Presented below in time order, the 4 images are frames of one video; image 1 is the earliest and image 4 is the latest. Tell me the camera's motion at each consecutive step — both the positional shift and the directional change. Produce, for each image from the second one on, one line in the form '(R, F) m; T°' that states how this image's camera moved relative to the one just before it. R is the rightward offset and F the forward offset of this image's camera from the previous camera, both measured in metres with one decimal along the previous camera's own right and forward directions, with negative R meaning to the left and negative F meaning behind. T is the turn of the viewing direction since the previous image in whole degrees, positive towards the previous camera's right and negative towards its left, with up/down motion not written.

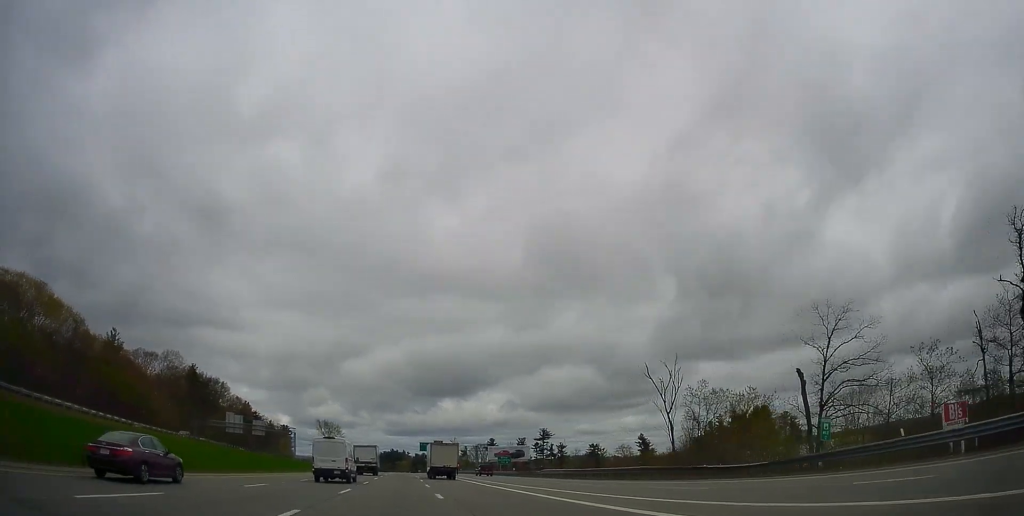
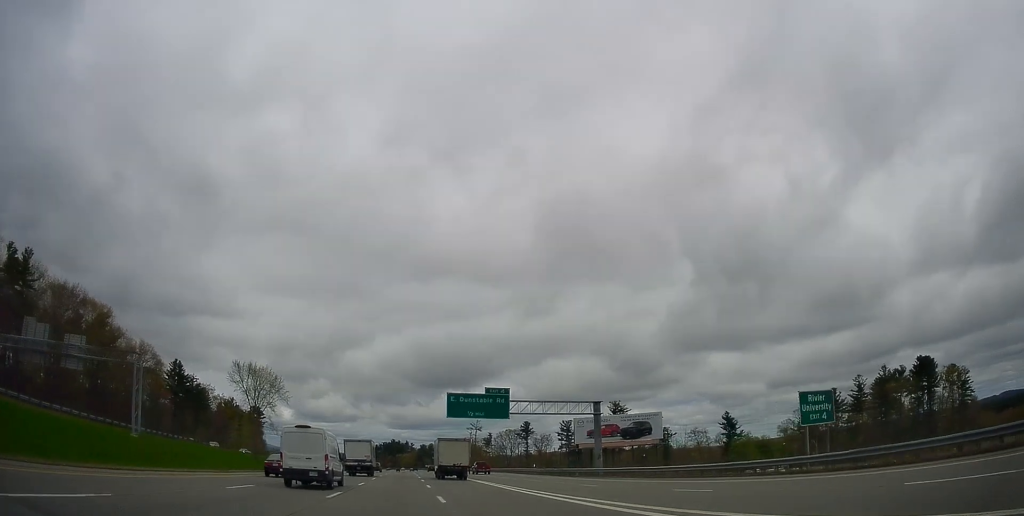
(-0.2, +98.9) m; 0°
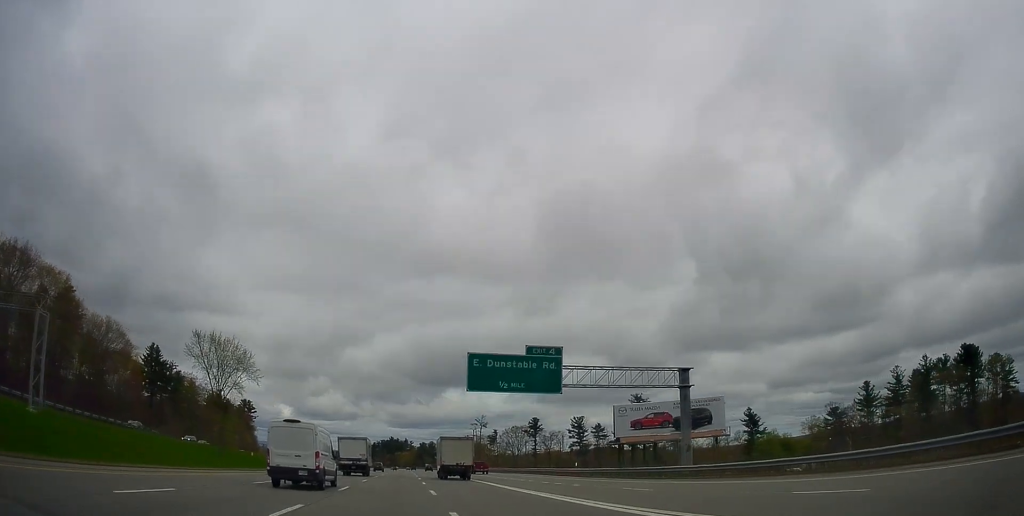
(+0.1, +20.4) m; 0°
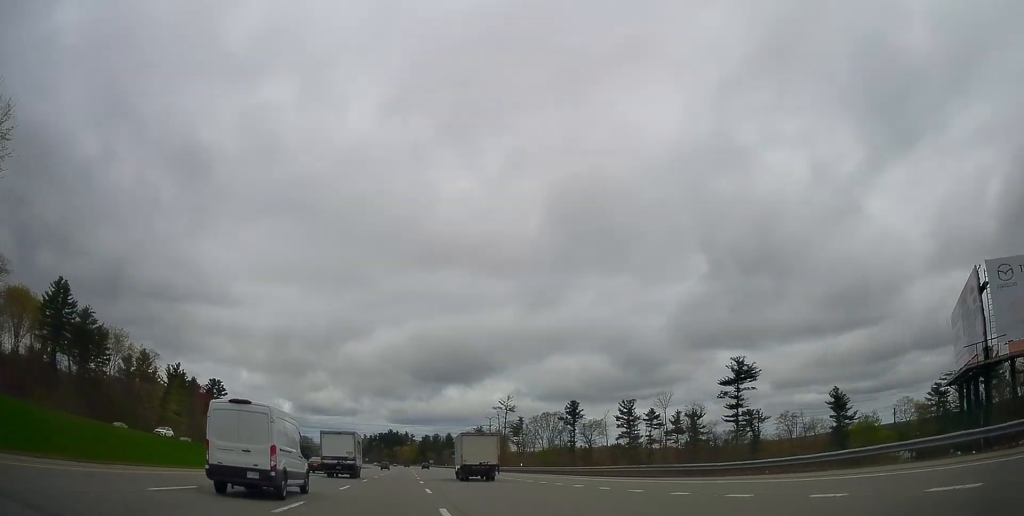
(-0.2, +59.4) m; 0°
